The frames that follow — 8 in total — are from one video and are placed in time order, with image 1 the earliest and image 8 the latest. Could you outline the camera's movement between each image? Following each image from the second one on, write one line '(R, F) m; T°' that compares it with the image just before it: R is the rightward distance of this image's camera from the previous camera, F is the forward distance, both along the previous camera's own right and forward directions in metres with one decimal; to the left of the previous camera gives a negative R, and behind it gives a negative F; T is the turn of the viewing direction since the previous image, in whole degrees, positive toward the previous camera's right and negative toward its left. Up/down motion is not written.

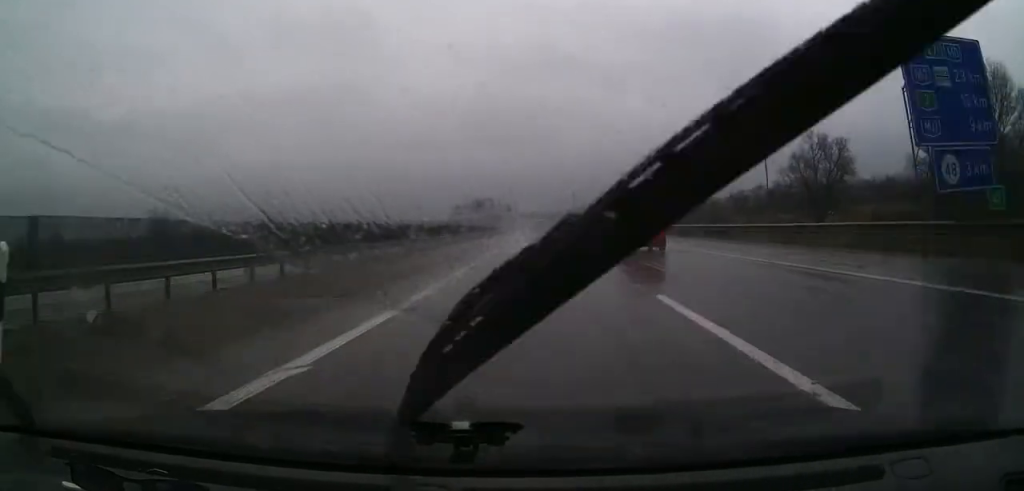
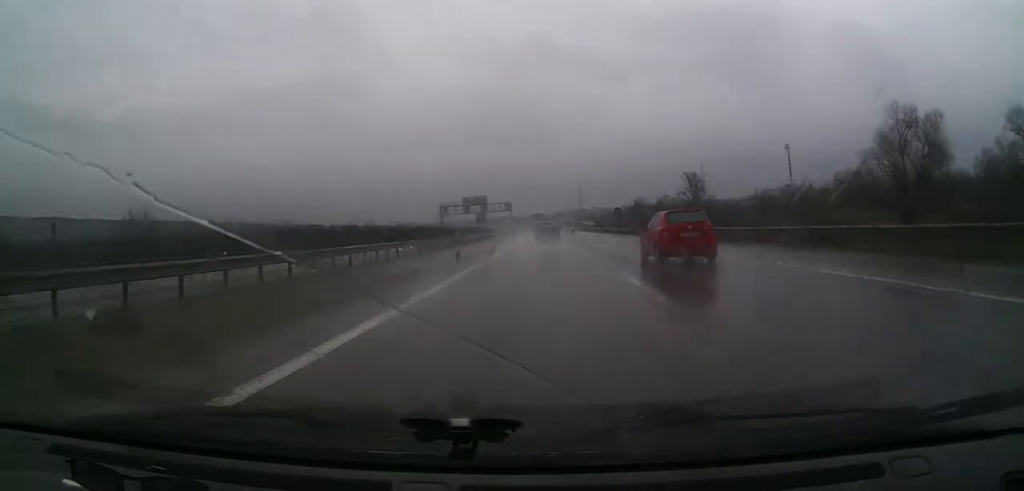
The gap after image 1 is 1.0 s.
(-0.1, +32.8) m; 0°
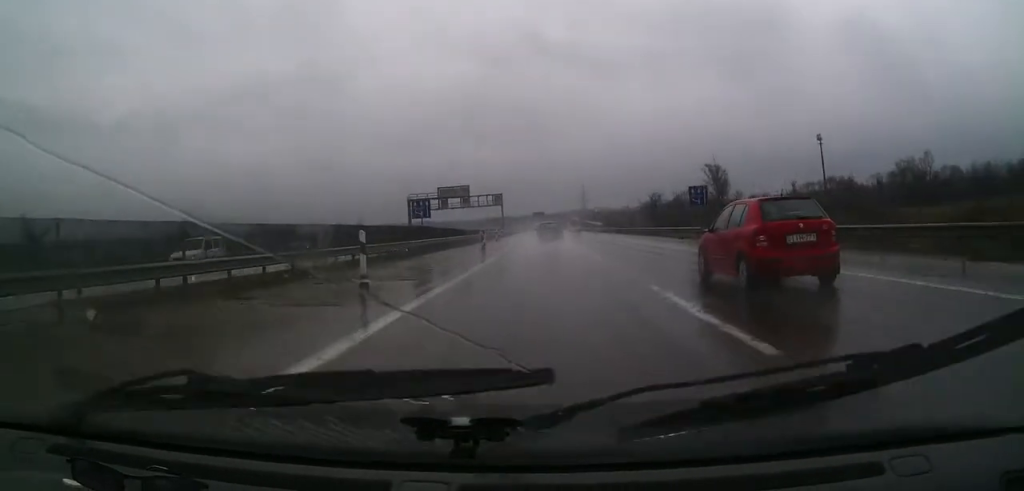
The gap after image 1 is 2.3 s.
(+0.3, +42.2) m; 0°
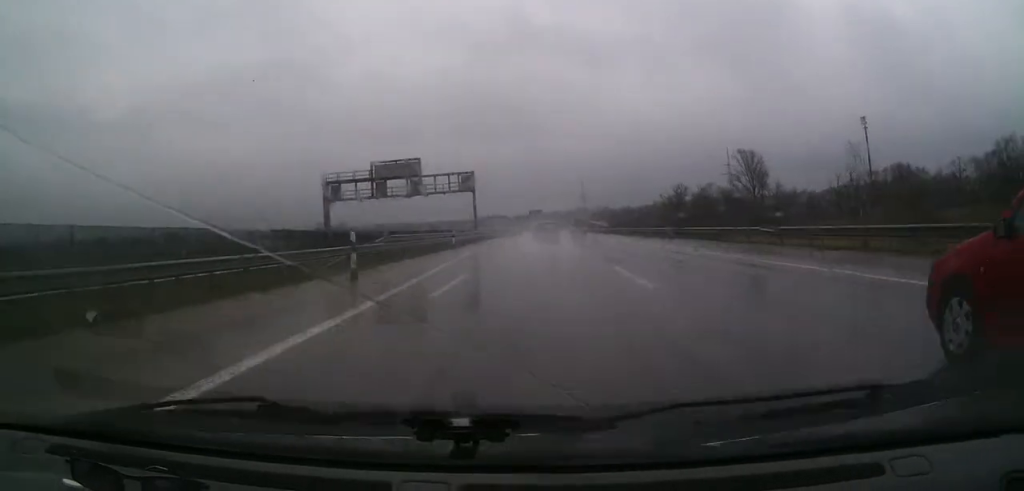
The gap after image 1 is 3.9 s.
(-0.4, +48.2) m; 0°
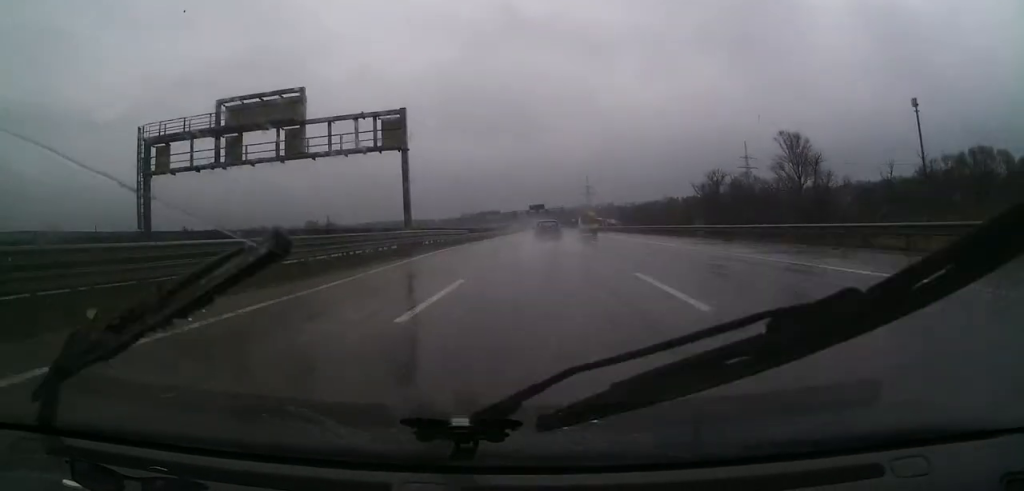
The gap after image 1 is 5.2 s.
(+0.1, +39.6) m; 0°
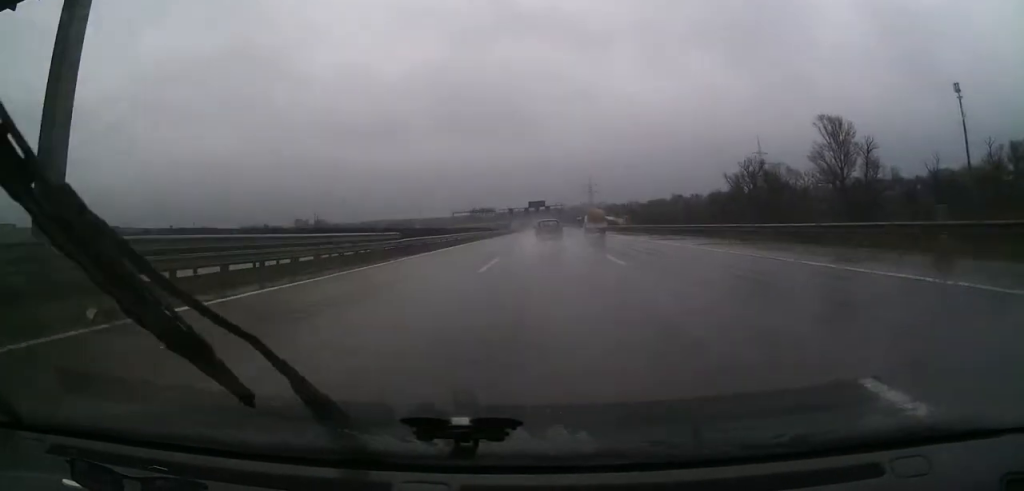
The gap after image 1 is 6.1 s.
(0.0, +27.1) m; 0°
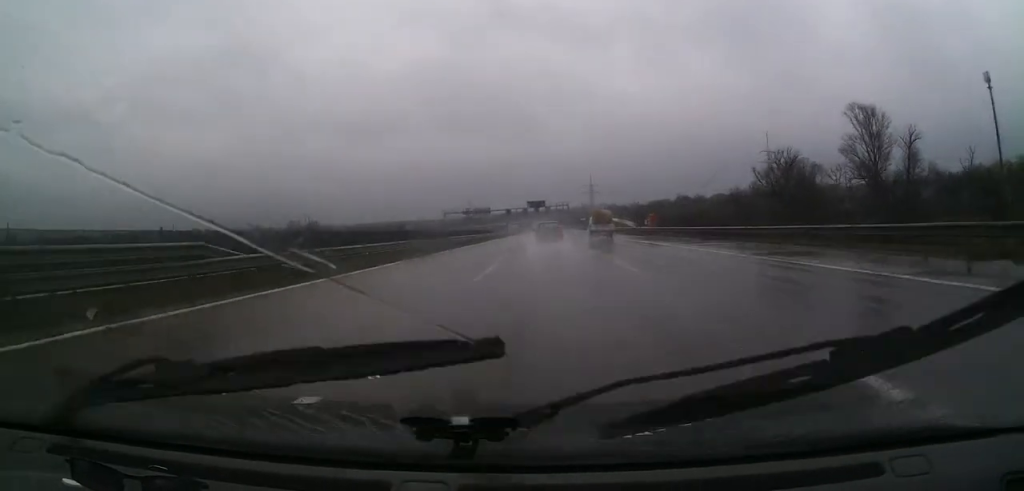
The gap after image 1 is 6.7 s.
(-0.1, +17.6) m; 0°
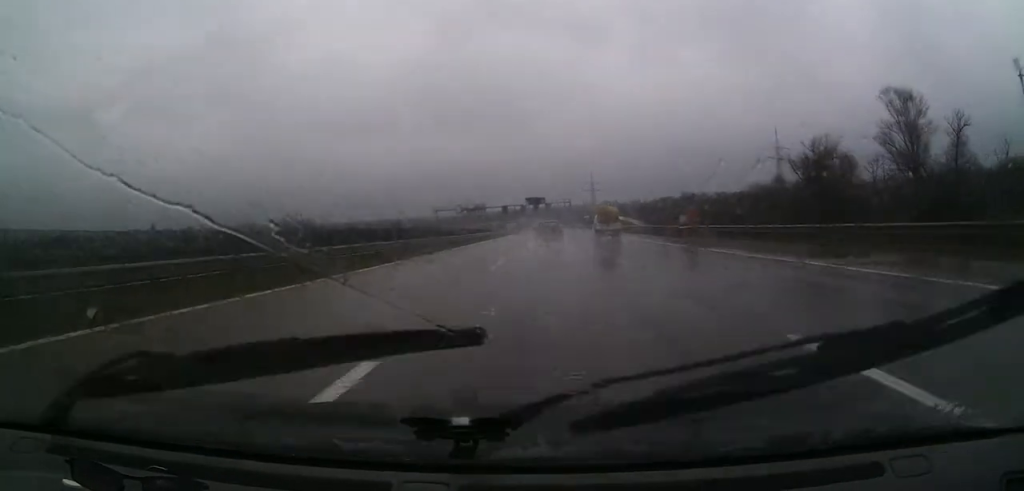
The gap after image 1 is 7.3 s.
(0.0, +16.4) m; 0°
